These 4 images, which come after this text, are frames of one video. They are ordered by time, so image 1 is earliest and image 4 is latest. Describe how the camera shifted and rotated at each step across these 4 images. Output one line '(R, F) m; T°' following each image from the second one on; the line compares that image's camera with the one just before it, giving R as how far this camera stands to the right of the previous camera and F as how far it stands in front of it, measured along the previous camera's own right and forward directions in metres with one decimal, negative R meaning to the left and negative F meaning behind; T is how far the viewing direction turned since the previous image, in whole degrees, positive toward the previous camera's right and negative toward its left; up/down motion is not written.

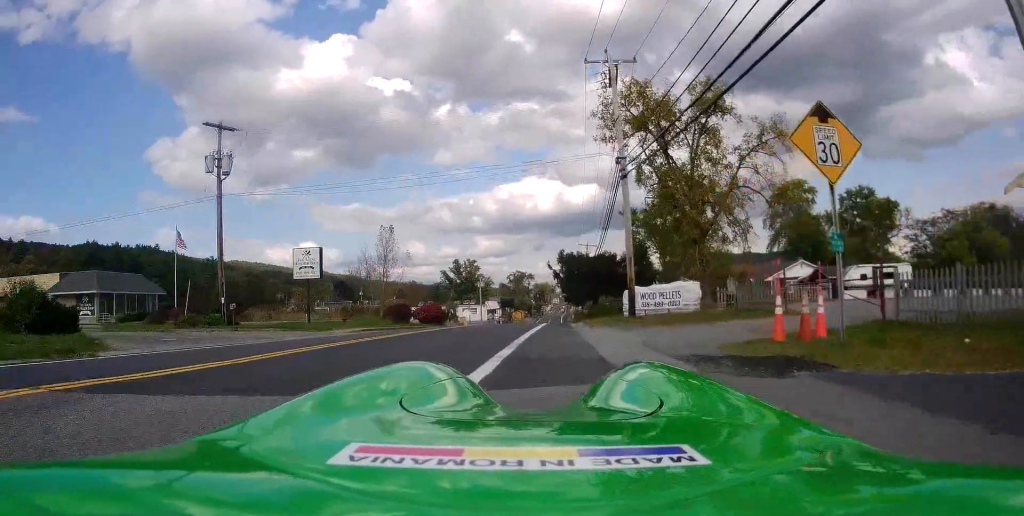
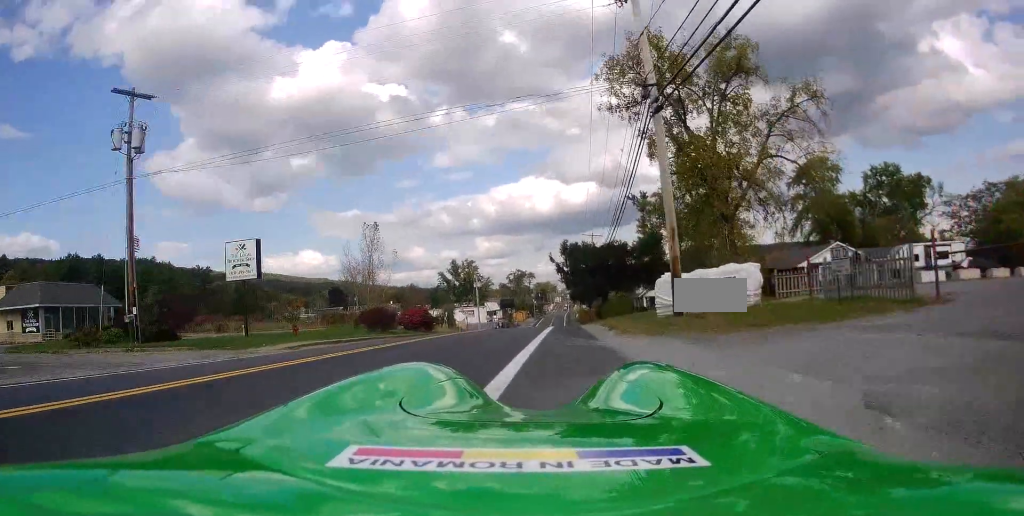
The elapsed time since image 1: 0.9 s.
(+0.1, +8.3) m; -1°
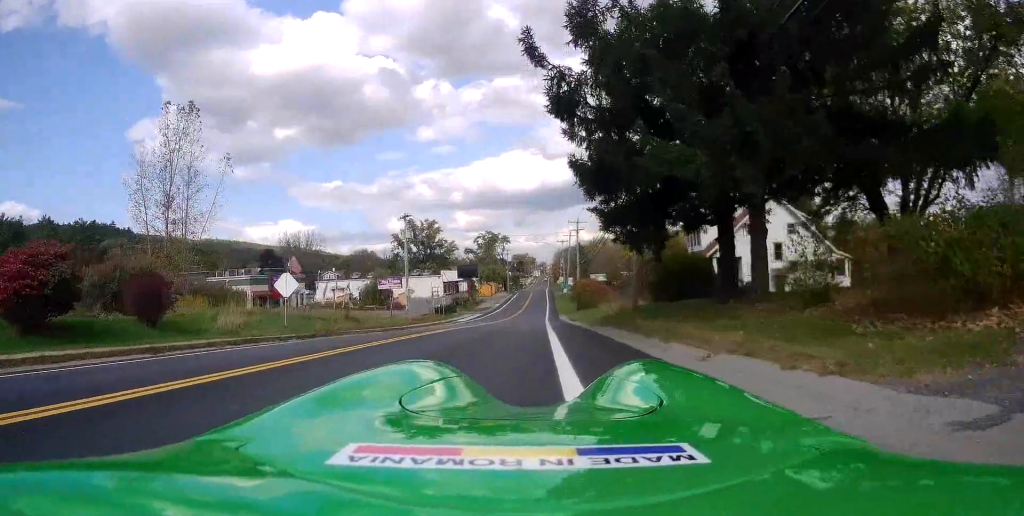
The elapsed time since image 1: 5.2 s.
(-0.7, +42.4) m; +1°
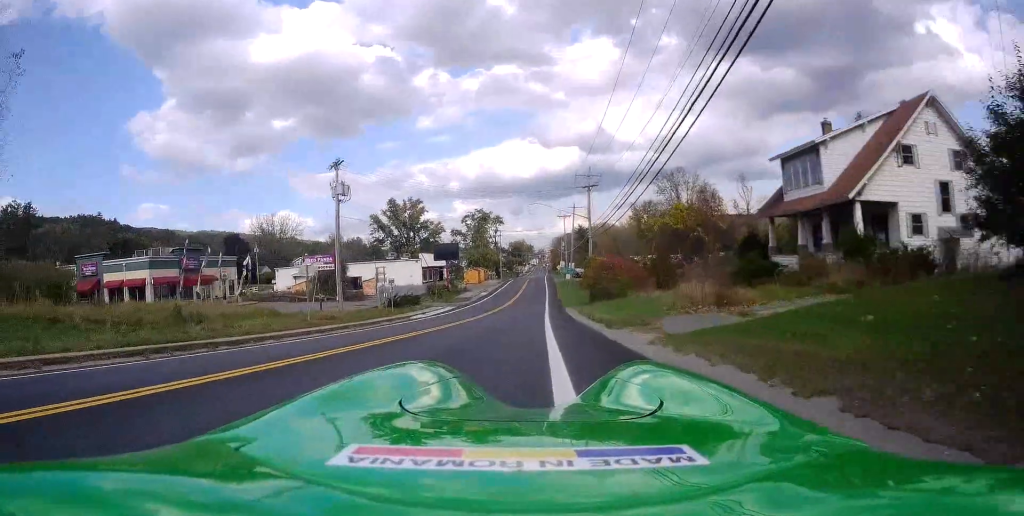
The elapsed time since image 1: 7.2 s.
(0.0, +20.2) m; +1°
